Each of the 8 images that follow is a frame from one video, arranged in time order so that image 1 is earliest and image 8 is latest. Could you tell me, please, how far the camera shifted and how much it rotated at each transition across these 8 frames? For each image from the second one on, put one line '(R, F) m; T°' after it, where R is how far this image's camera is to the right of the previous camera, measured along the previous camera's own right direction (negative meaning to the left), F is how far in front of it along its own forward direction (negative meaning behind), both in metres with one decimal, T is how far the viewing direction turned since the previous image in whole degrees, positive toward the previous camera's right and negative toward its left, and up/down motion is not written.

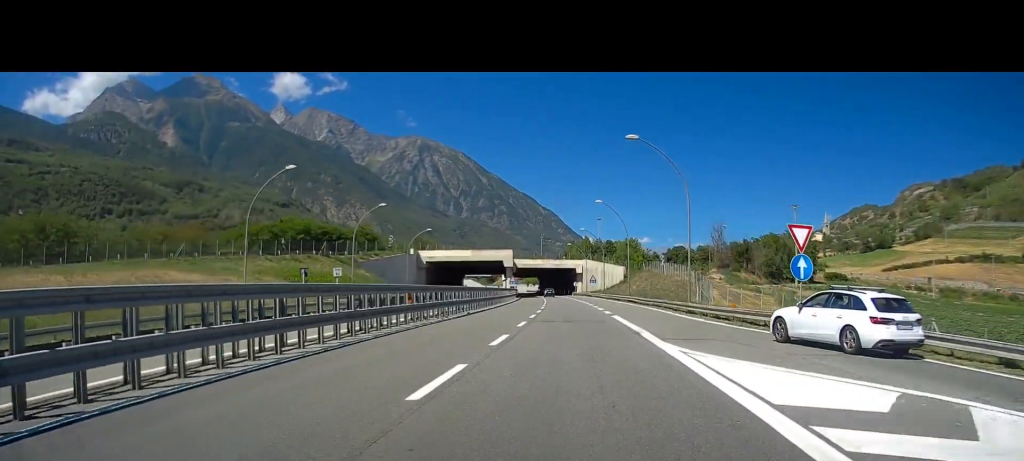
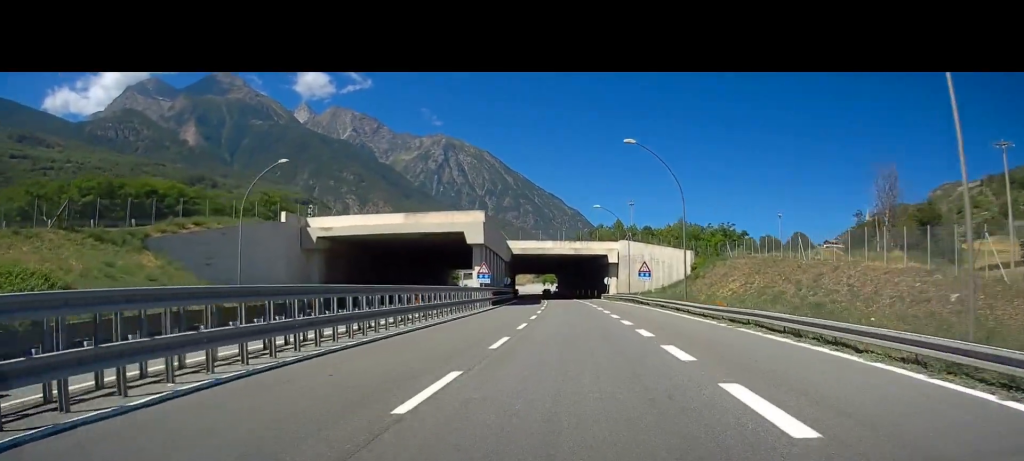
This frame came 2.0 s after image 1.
(-1.7, +62.7) m; -2°
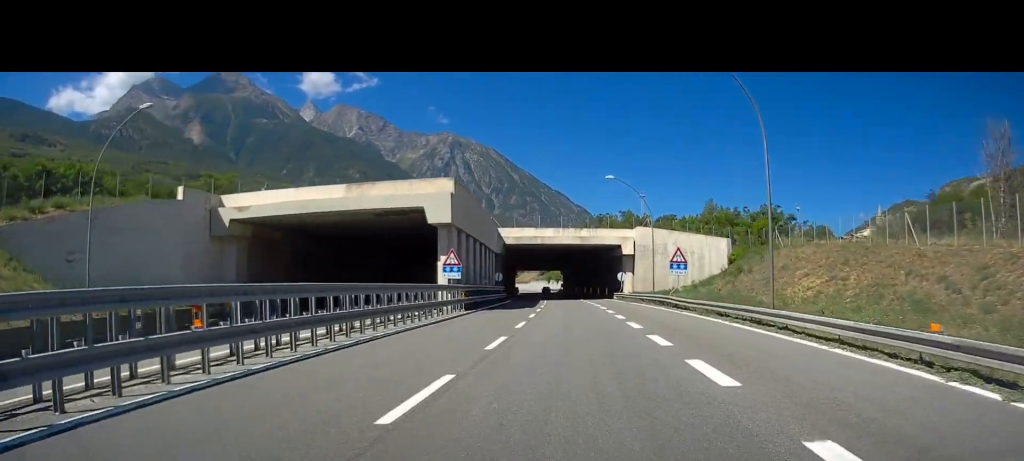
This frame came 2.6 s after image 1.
(0.0, +18.7) m; 0°
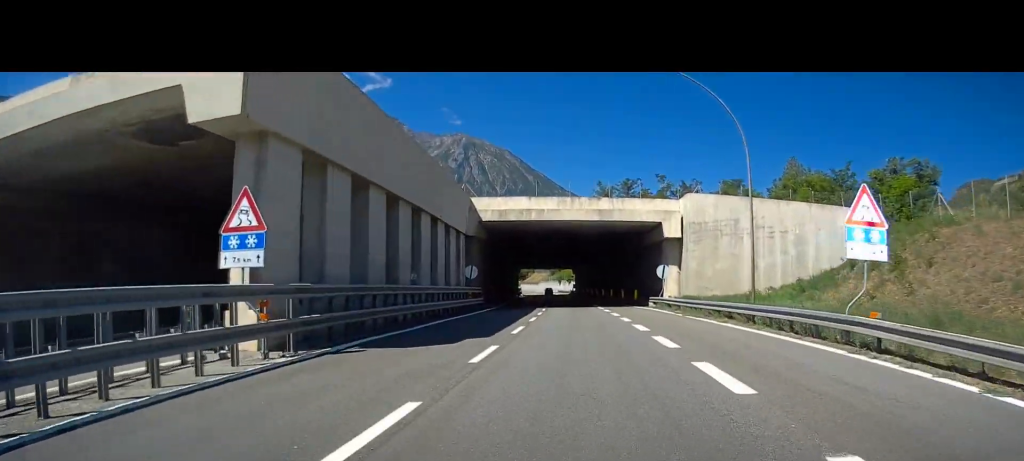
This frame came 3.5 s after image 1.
(-0.3, +26.9) m; -1°
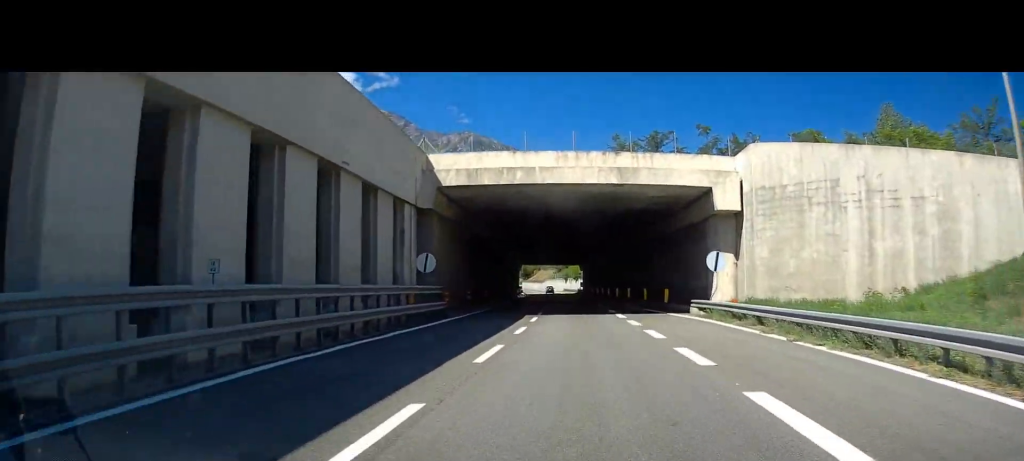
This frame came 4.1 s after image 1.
(-0.1, +14.4) m; 0°
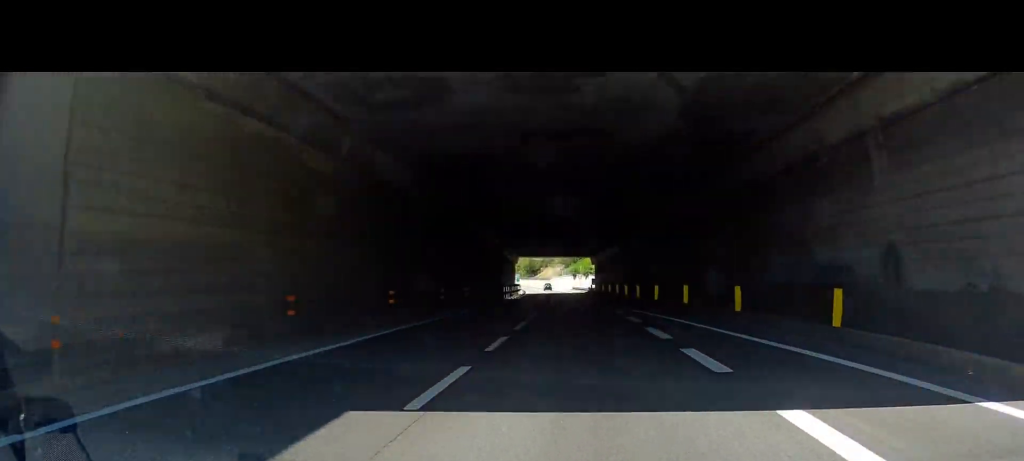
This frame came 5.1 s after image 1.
(-0.1, +22.4) m; 0°
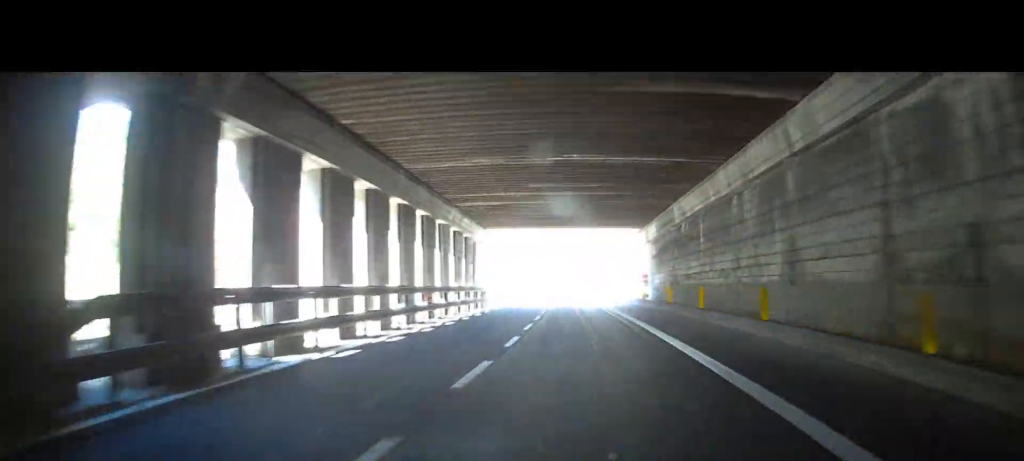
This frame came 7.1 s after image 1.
(-0.6, +48.2) m; -3°
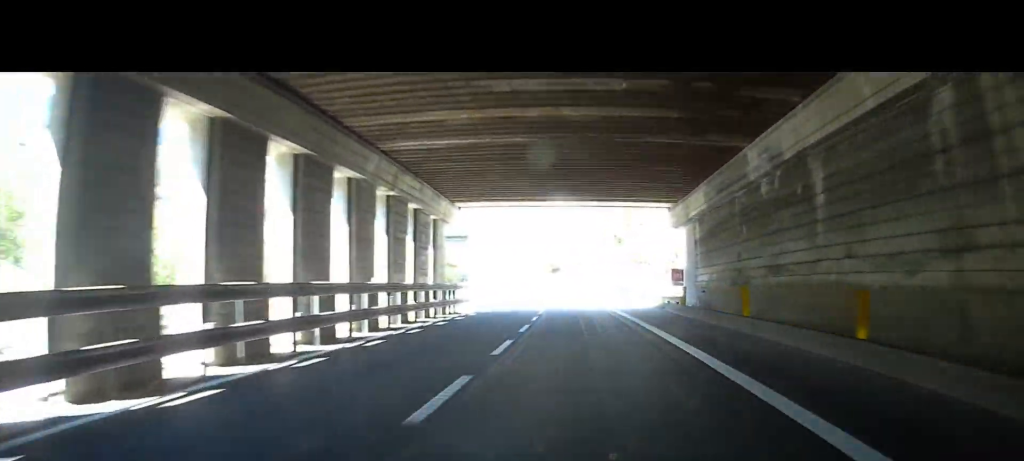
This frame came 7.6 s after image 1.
(-0.1, +15.4) m; -2°
